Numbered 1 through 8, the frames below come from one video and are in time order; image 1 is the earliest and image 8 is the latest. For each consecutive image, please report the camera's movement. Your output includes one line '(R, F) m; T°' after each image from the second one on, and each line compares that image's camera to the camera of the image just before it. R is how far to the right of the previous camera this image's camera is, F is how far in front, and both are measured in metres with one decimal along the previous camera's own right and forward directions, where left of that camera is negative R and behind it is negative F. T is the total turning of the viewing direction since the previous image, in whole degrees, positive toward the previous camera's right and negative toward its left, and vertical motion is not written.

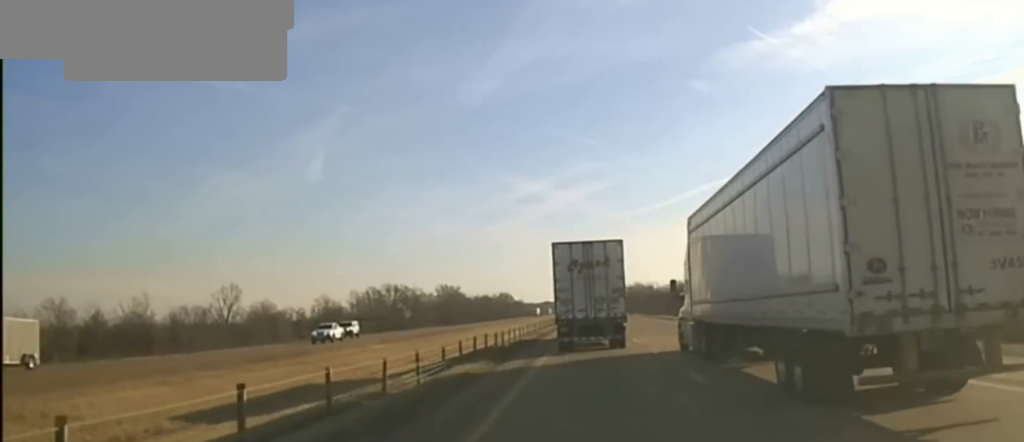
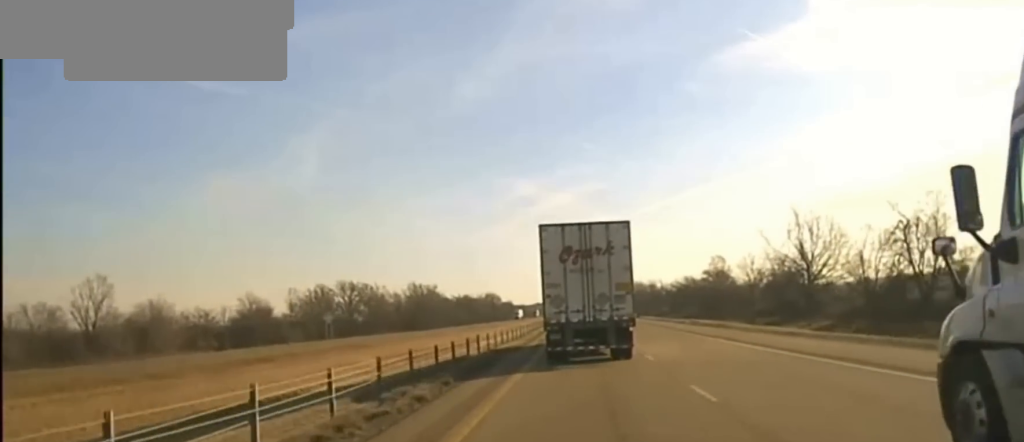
(0.0, +49.8) m; 0°
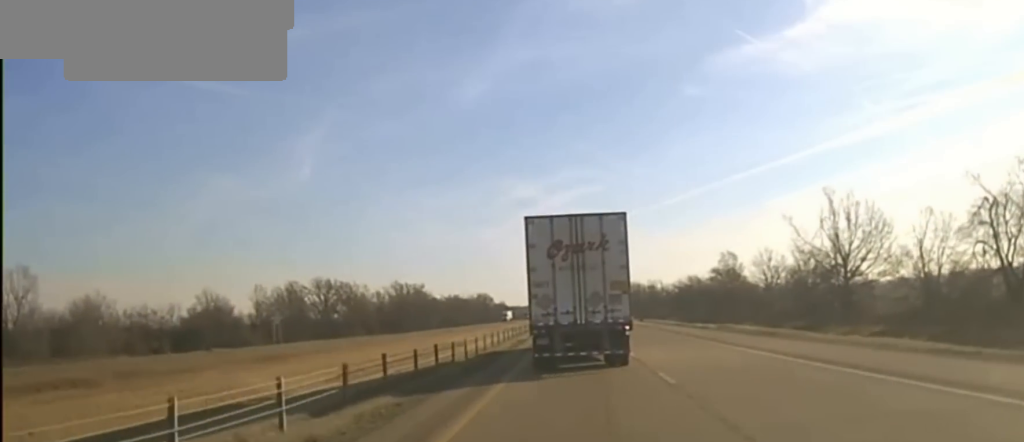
(+0.1, +20.5) m; 0°
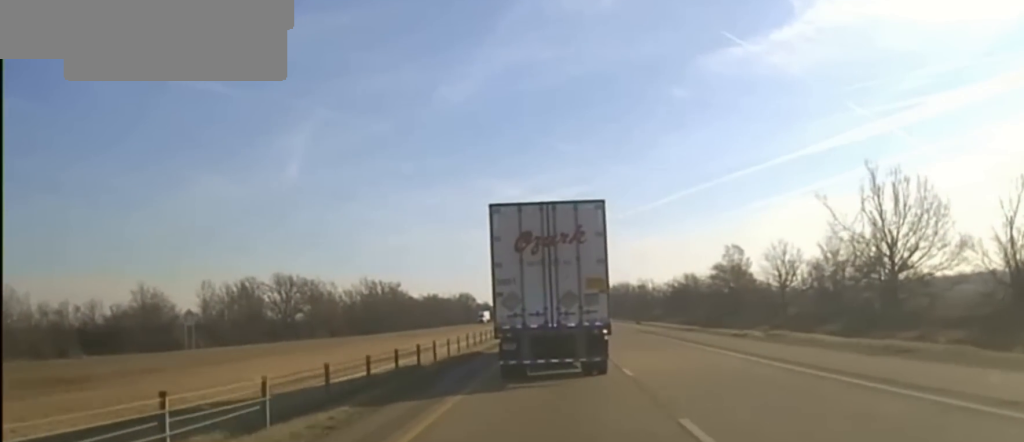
(0.0, +20.9) m; 0°
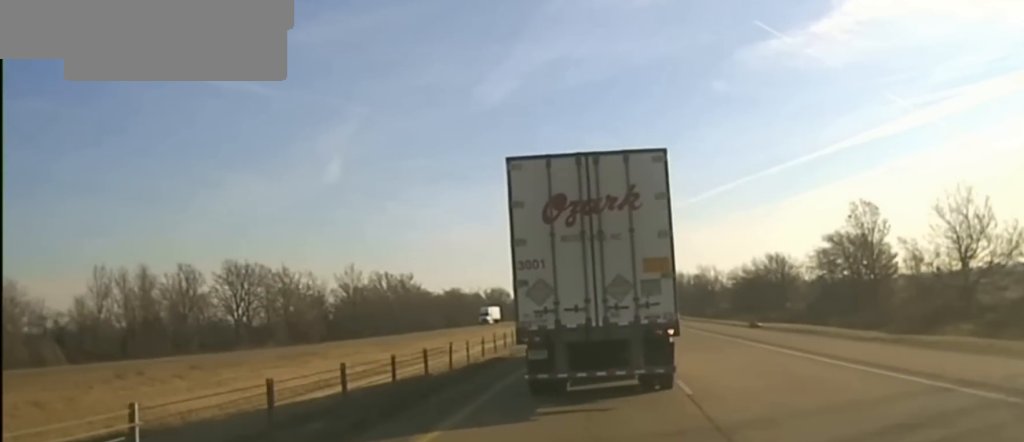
(-0.4, +56.1) m; -1°
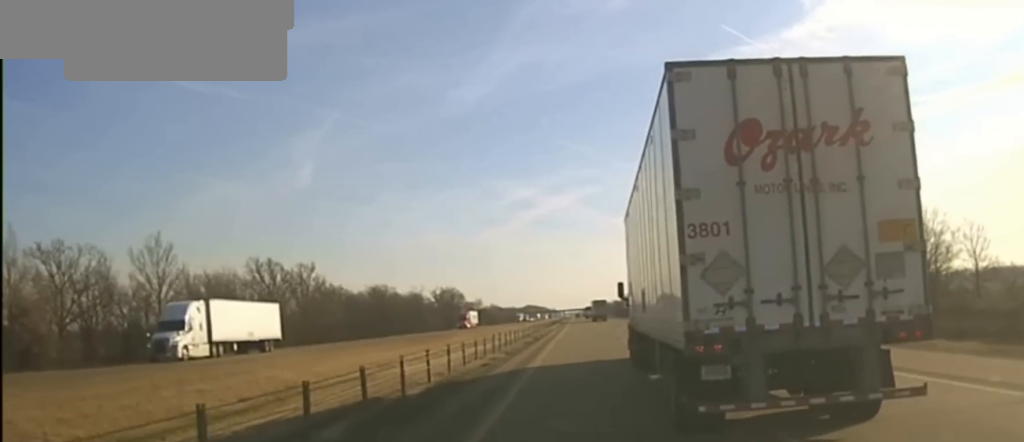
(+0.6, +80.4) m; +1°
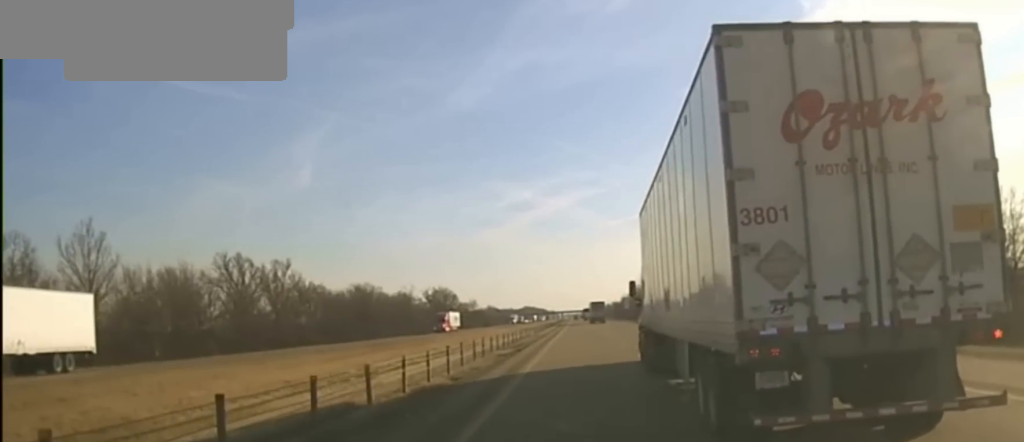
(-0.1, +19.0) m; 0°
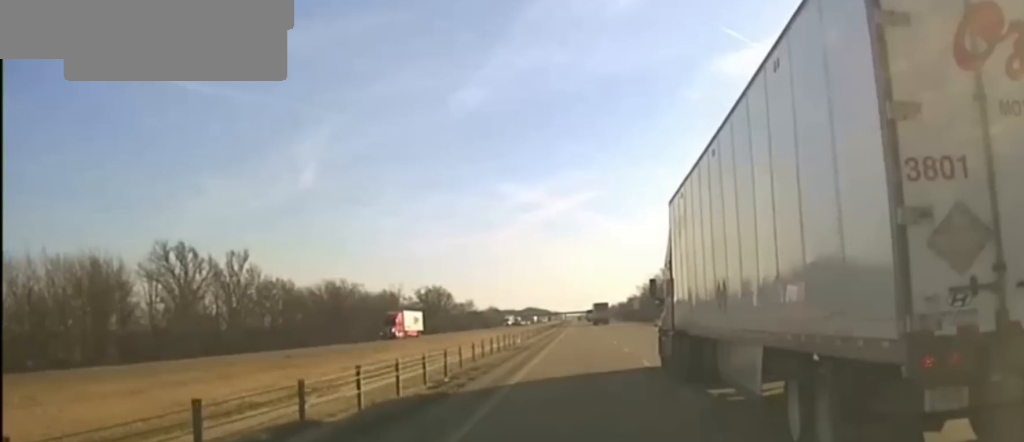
(0.0, +27.0) m; 0°
